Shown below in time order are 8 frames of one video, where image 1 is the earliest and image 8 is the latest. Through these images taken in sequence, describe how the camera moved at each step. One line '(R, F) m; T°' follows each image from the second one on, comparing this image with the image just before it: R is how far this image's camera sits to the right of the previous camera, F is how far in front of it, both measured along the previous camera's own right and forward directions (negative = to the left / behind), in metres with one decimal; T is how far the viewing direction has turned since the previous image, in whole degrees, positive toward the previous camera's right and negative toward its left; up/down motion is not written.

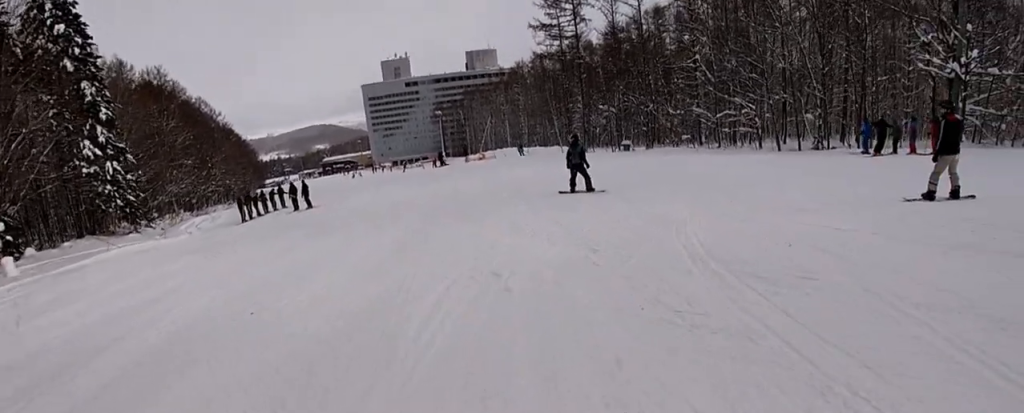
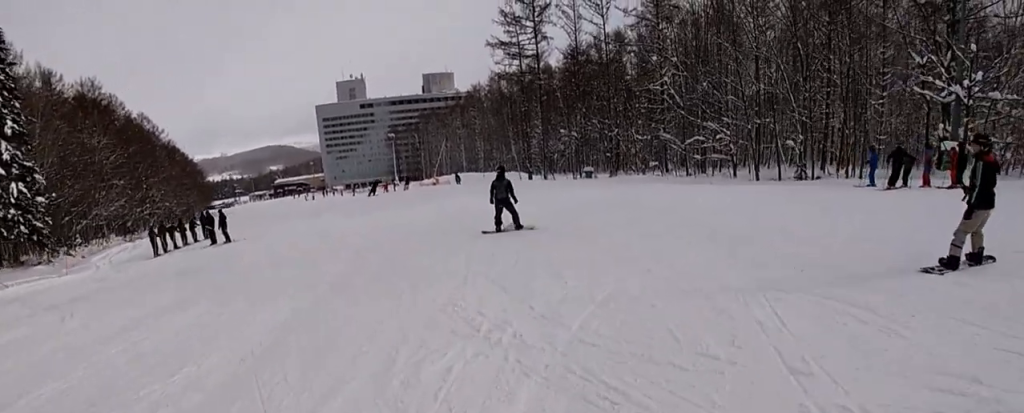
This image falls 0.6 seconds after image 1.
(-0.2, +4.5) m; +7°
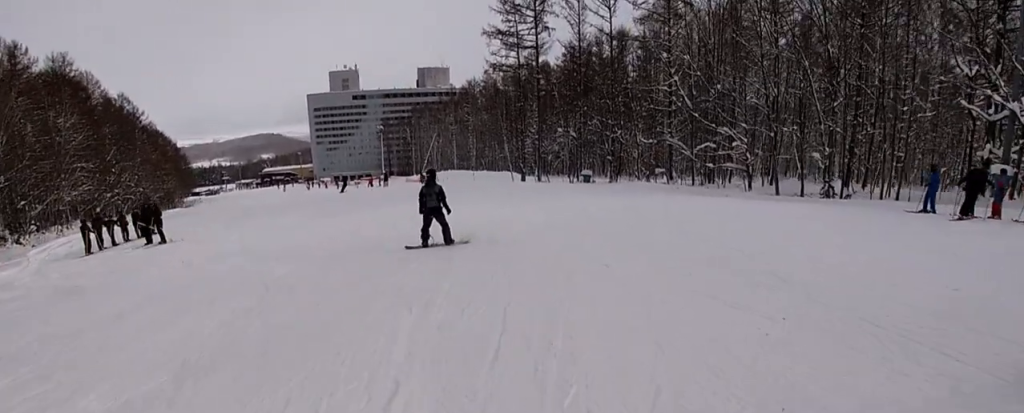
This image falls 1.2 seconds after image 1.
(+0.7, +4.1) m; +1°
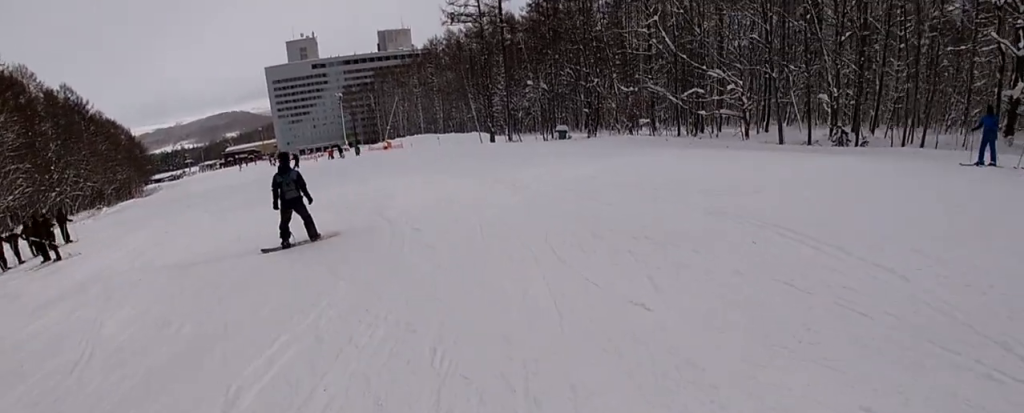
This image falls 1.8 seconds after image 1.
(+0.6, +4.0) m; -1°
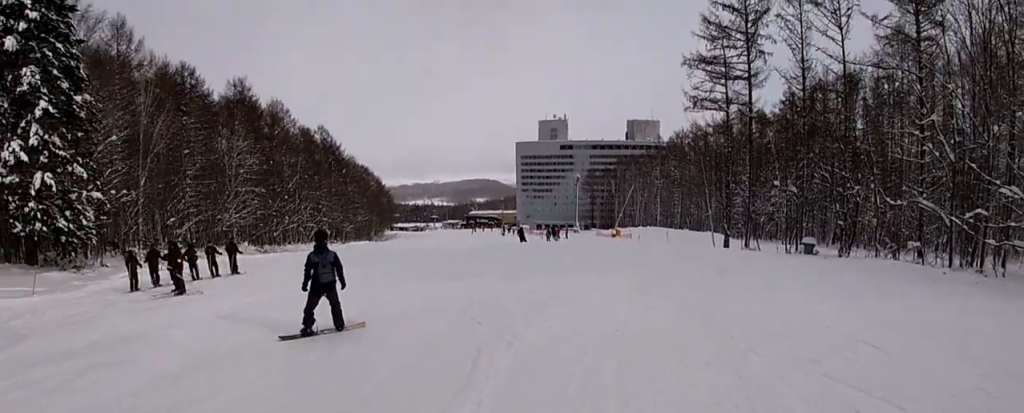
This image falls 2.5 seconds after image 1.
(-0.9, +4.9) m; -8°
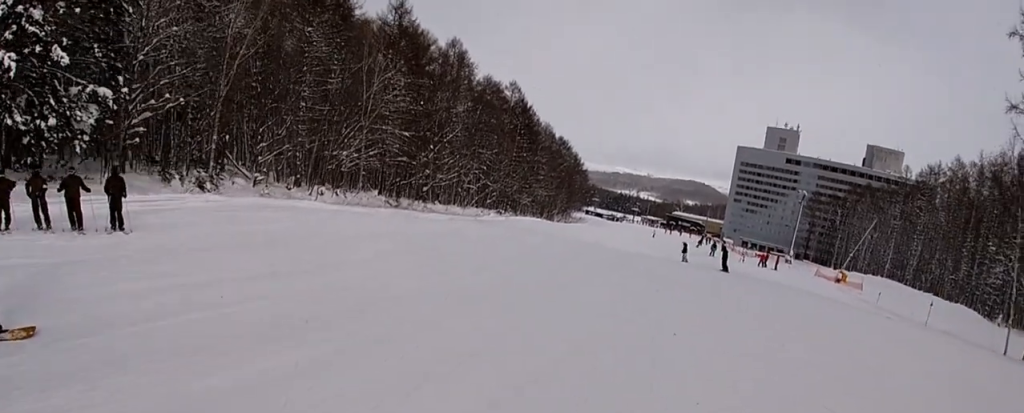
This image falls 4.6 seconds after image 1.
(-1.9, +15.2) m; -16°
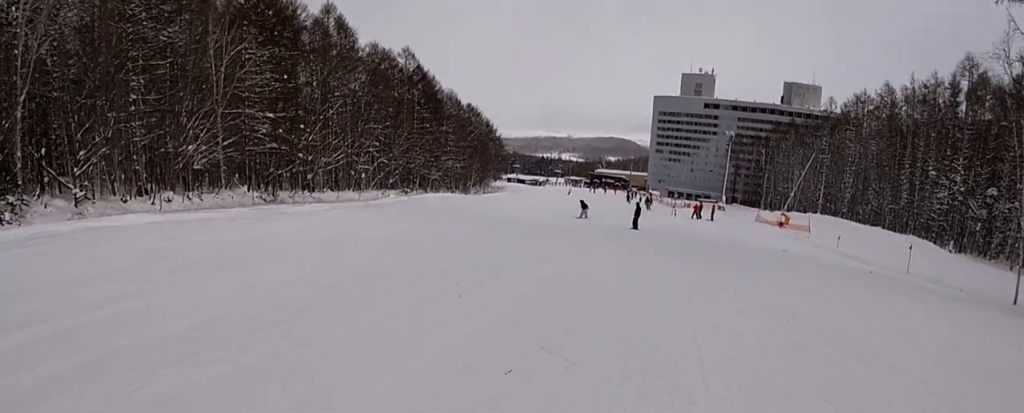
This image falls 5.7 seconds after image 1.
(-0.5, +7.8) m; -2°
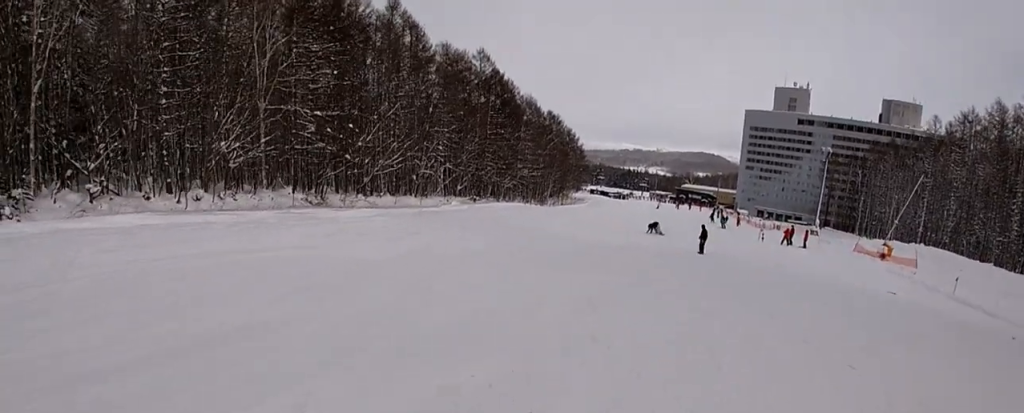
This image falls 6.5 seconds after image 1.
(+0.2, +5.4) m; -4°
